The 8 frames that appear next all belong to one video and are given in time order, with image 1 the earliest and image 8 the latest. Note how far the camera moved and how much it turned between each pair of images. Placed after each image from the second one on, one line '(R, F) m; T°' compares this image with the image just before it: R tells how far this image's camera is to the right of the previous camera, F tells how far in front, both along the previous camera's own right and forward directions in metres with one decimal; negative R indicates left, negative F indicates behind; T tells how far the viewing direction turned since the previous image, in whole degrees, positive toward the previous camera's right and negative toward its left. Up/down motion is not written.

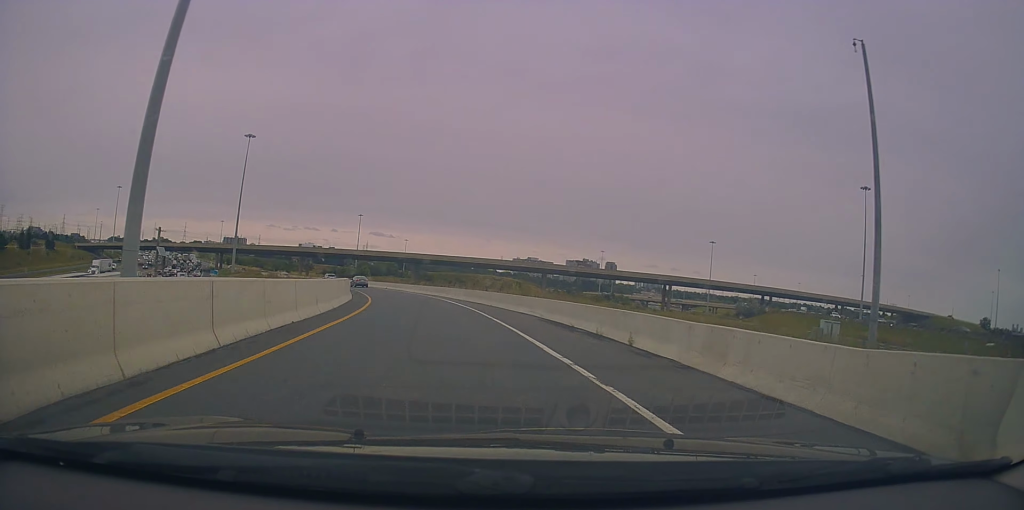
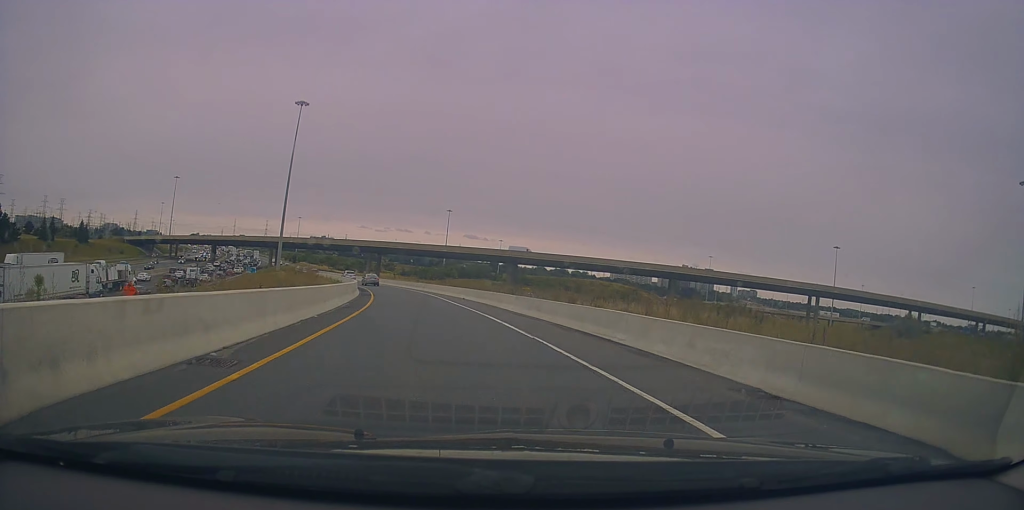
(-2.6, +34.6) m; -8°
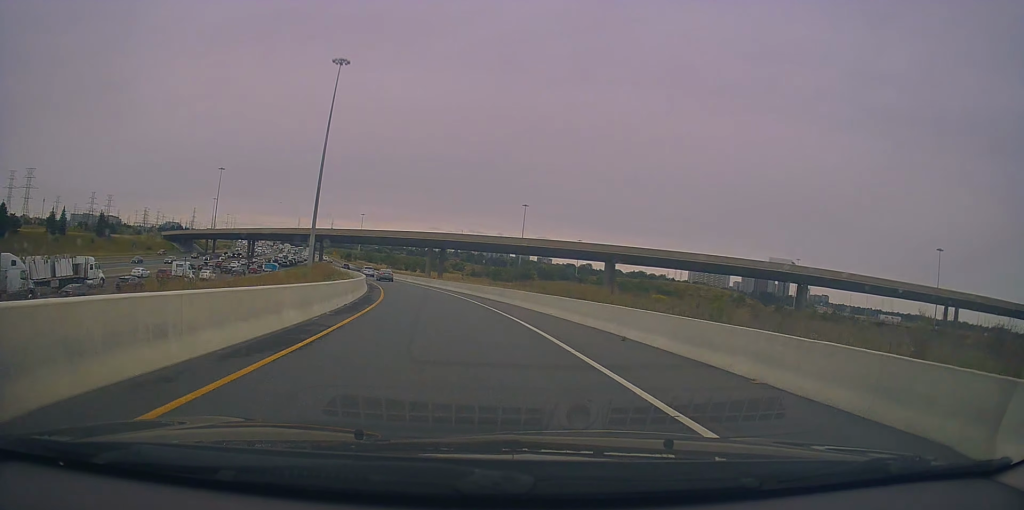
(-1.8, +28.9) m; -7°
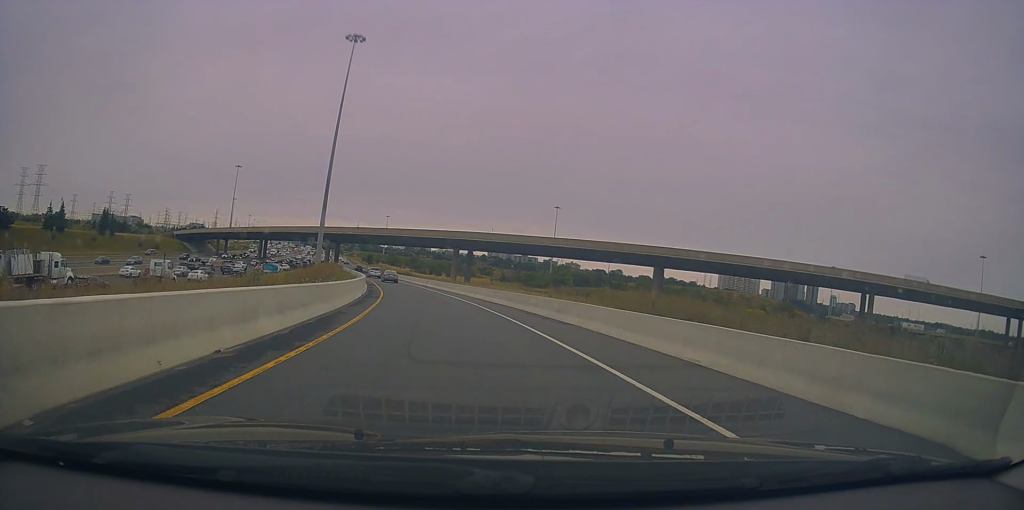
(-0.4, +13.2) m; -3°
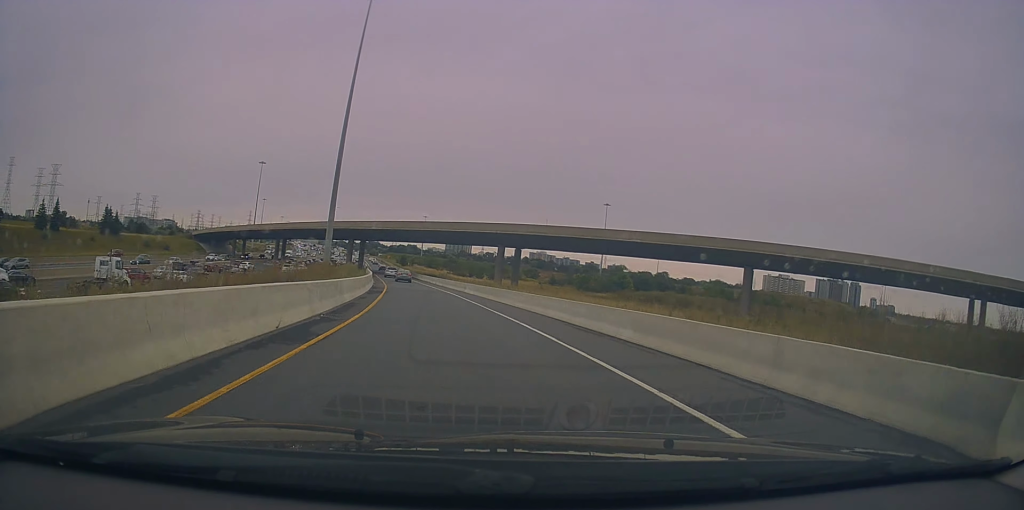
(-0.7, +19.4) m; -4°
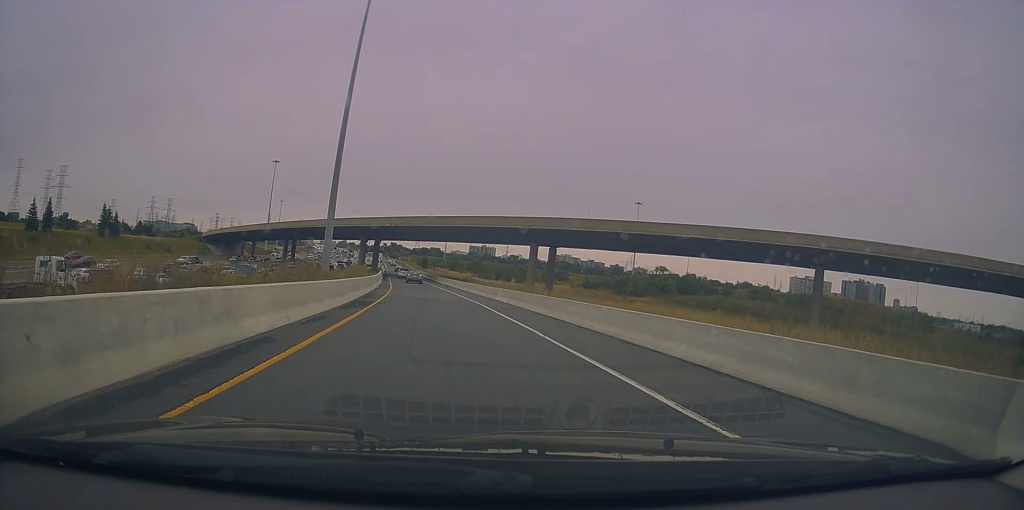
(-0.5, +12.3) m; -2°
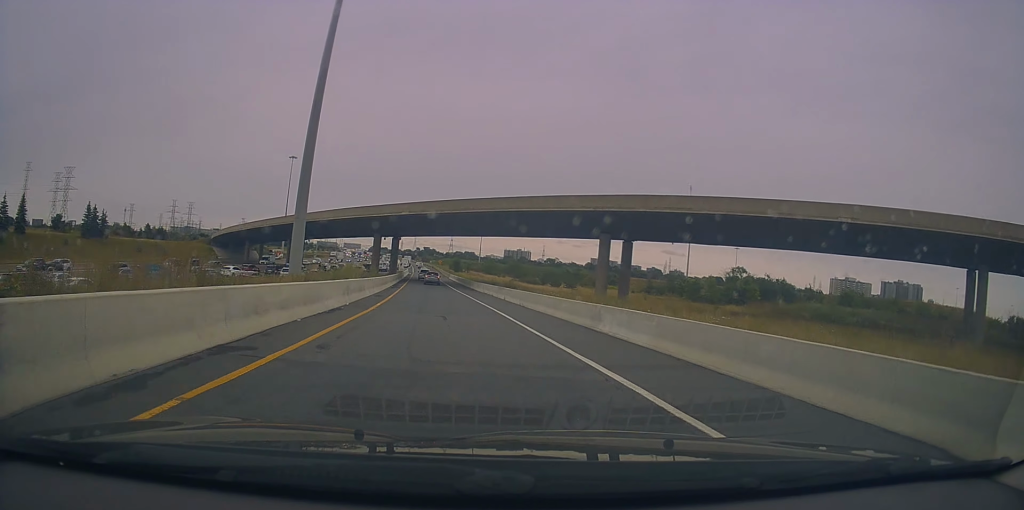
(-0.5, +22.4) m; -3°
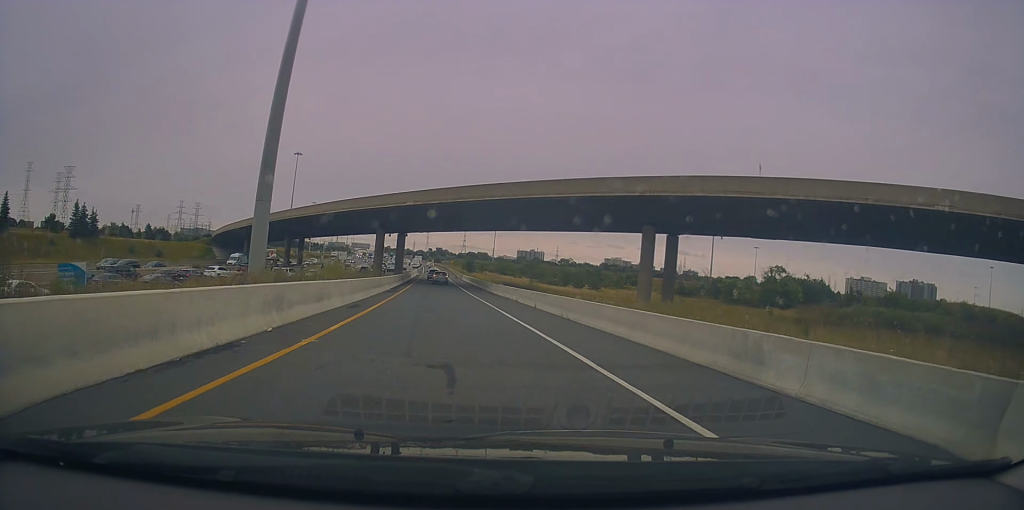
(+0.1, +10.1) m; -1°
